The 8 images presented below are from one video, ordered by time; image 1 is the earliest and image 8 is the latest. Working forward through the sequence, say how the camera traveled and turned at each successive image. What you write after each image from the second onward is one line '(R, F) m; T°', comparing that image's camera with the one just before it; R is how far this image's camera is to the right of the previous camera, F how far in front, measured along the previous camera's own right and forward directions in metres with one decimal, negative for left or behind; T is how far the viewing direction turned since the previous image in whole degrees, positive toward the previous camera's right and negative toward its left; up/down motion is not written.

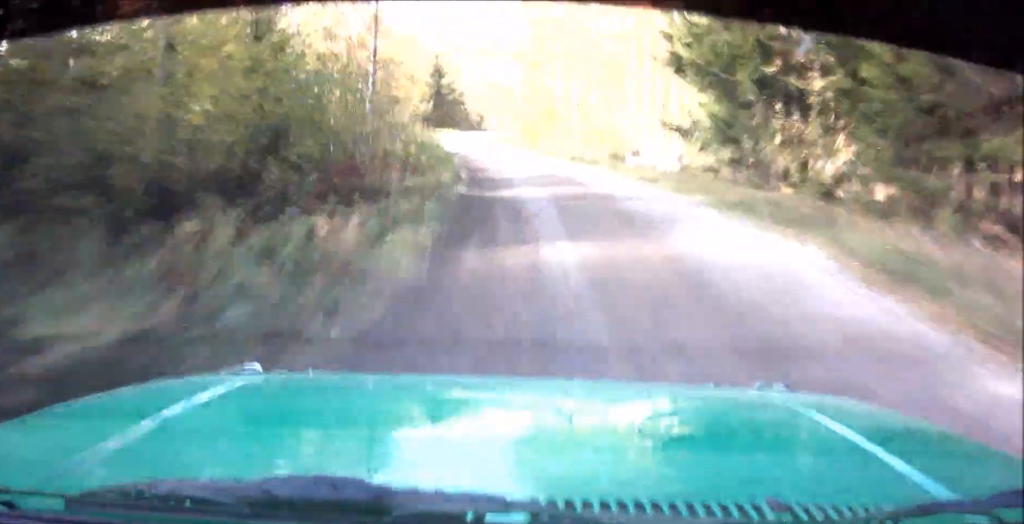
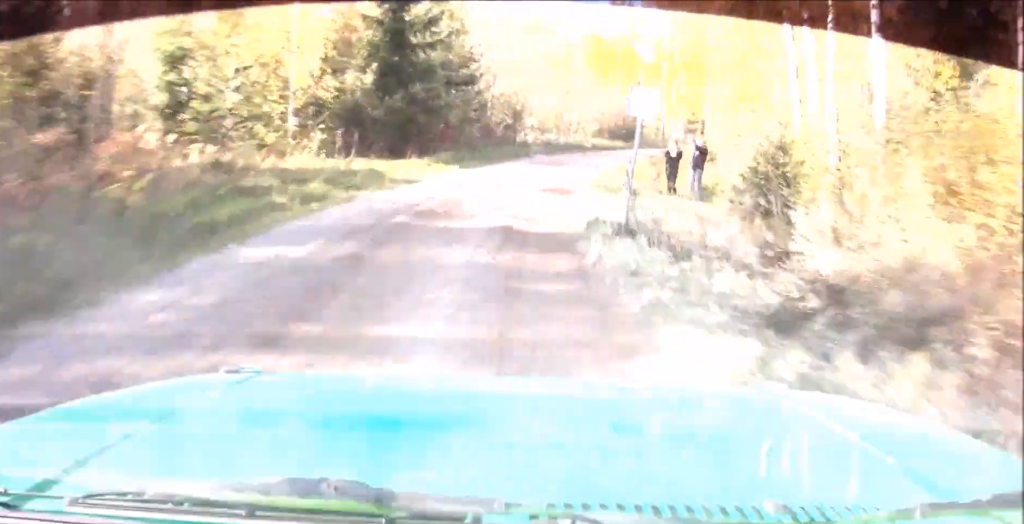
(+0.2, +57.6) m; 0°
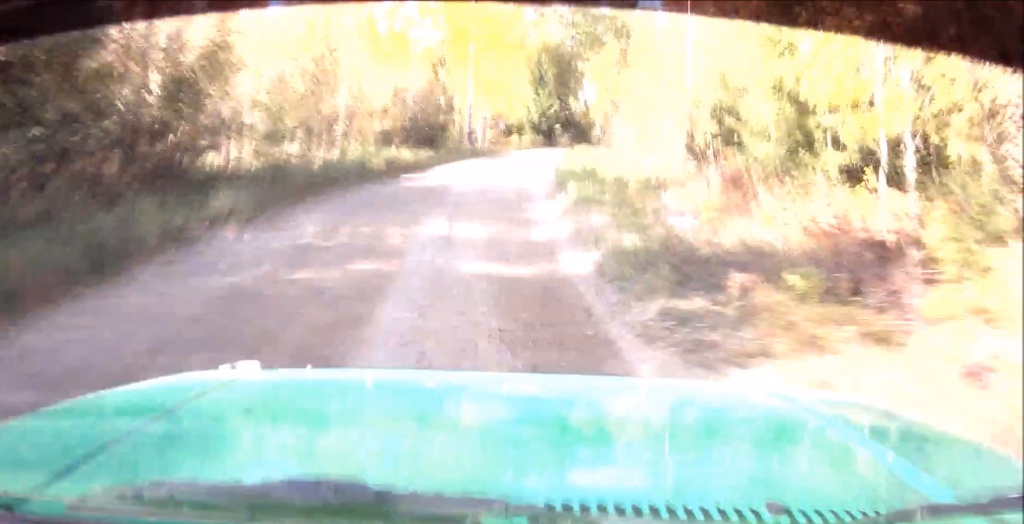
(0.0, +25.9) m; 0°
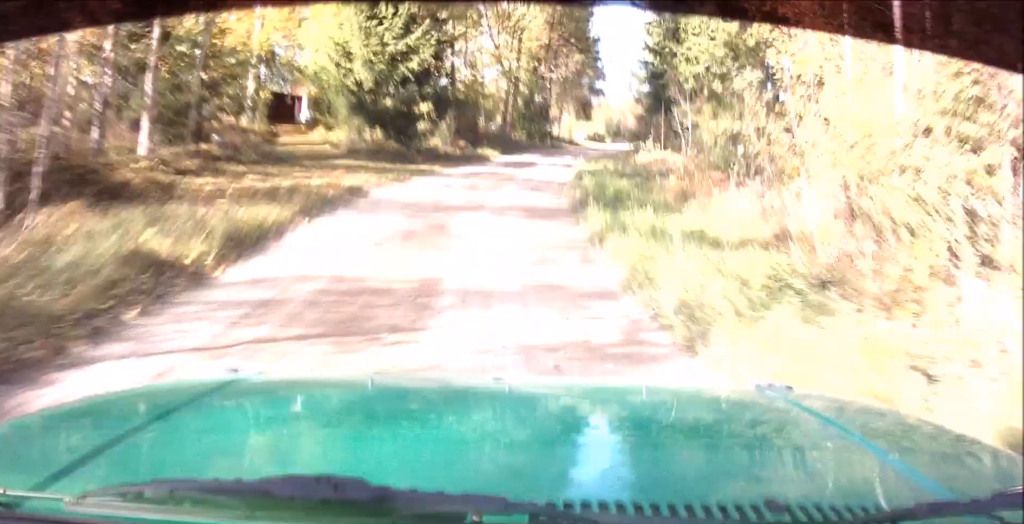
(+1.8, +52.9) m; +12°
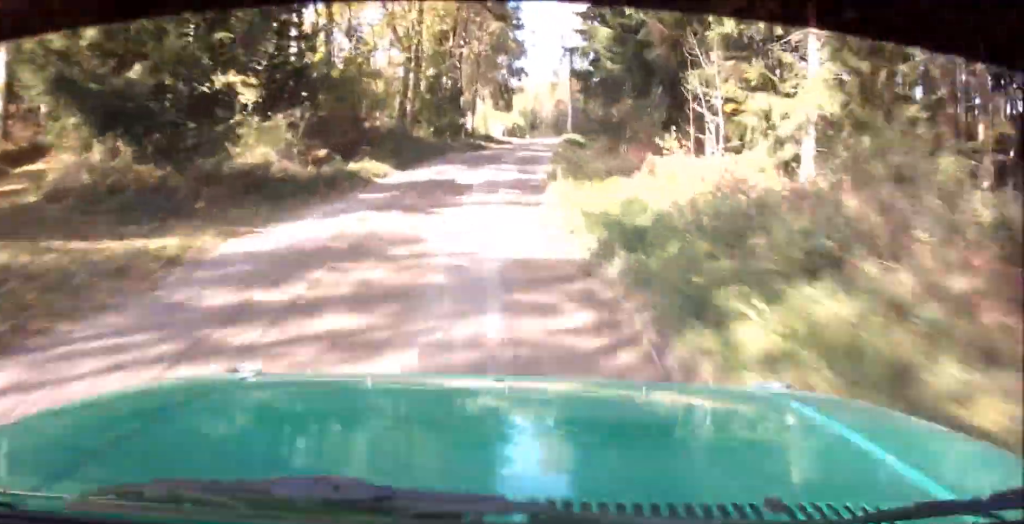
(-0.6, +14.1) m; +8°
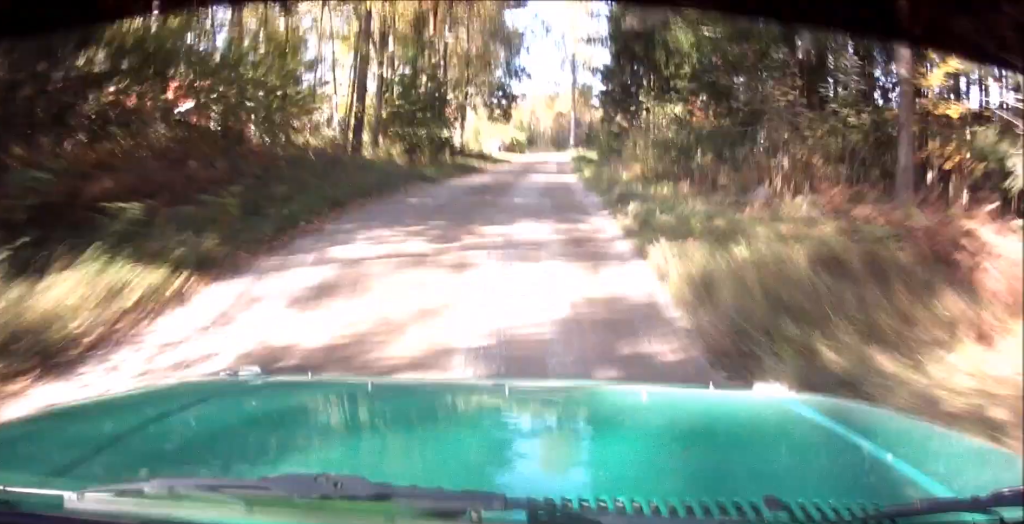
(+2.4, +12.8) m; +5°
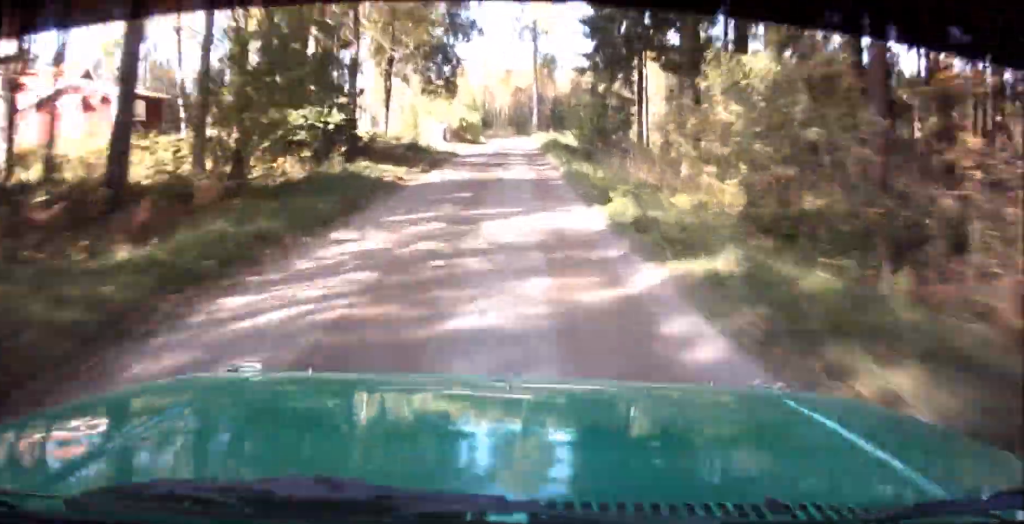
(+1.6, +16.0) m; +6°
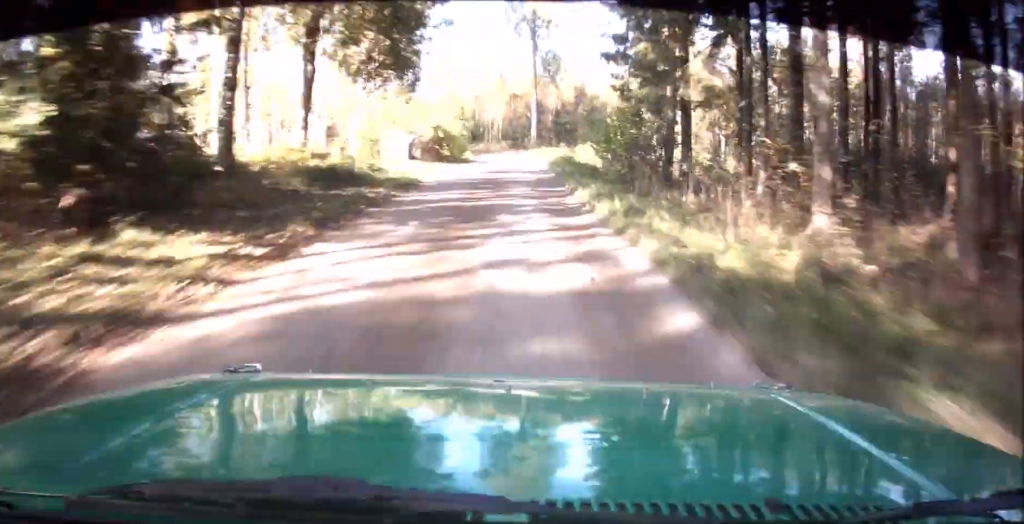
(0.0, +12.5) m; 0°
